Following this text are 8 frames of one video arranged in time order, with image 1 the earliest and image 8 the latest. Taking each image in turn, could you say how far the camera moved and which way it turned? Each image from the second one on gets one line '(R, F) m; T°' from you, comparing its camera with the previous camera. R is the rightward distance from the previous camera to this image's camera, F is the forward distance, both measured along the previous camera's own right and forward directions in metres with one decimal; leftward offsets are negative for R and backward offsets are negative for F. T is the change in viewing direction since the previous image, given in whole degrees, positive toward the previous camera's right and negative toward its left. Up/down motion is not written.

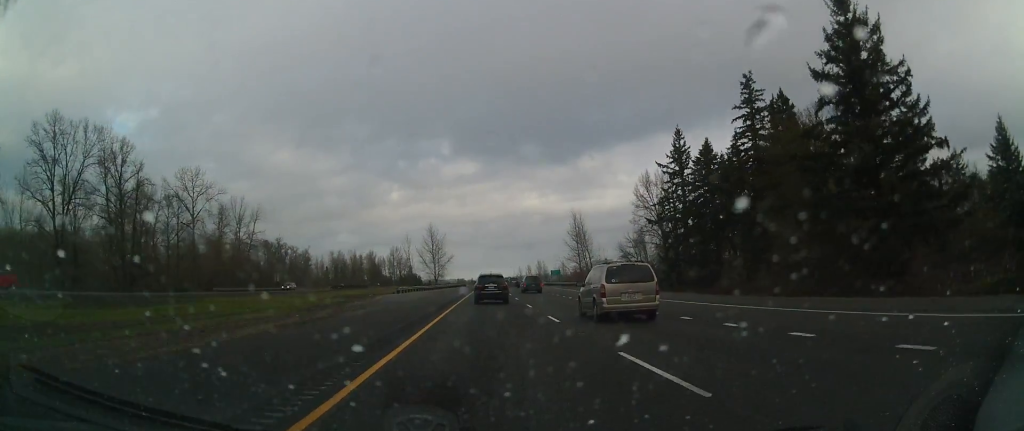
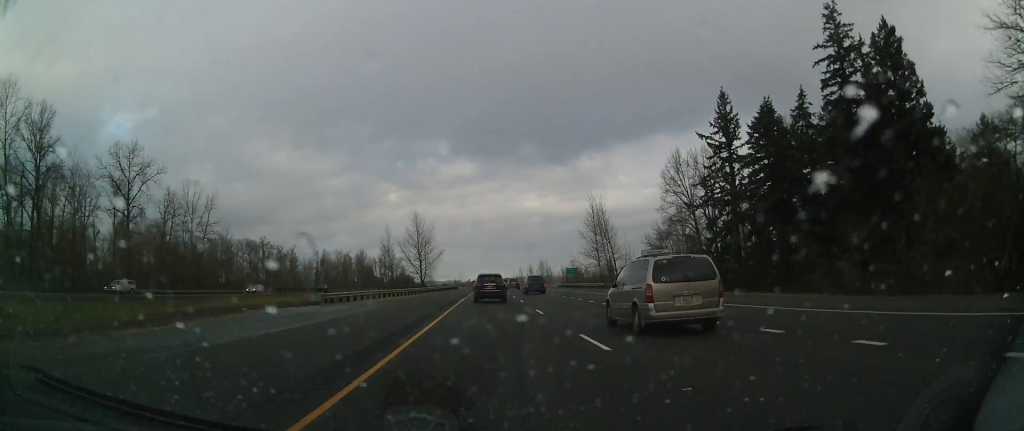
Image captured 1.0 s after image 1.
(0.0, +31.3) m; +1°
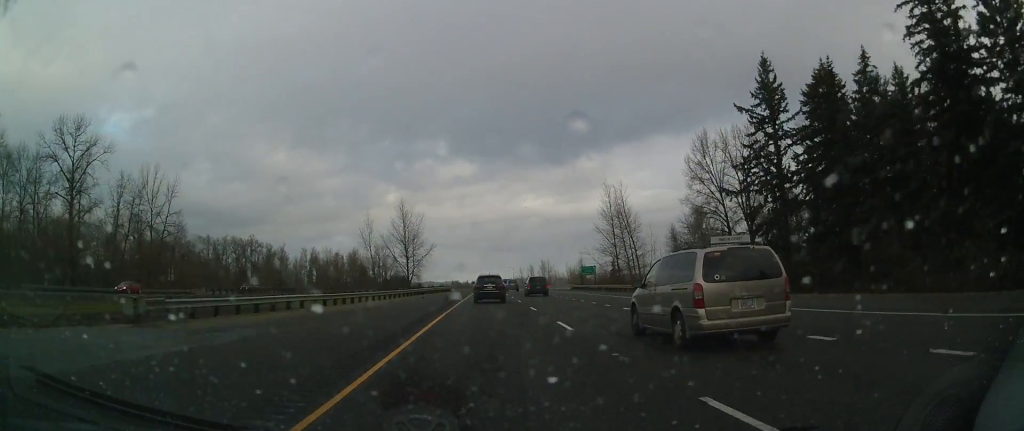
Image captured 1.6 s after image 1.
(+0.2, +20.8) m; 0°
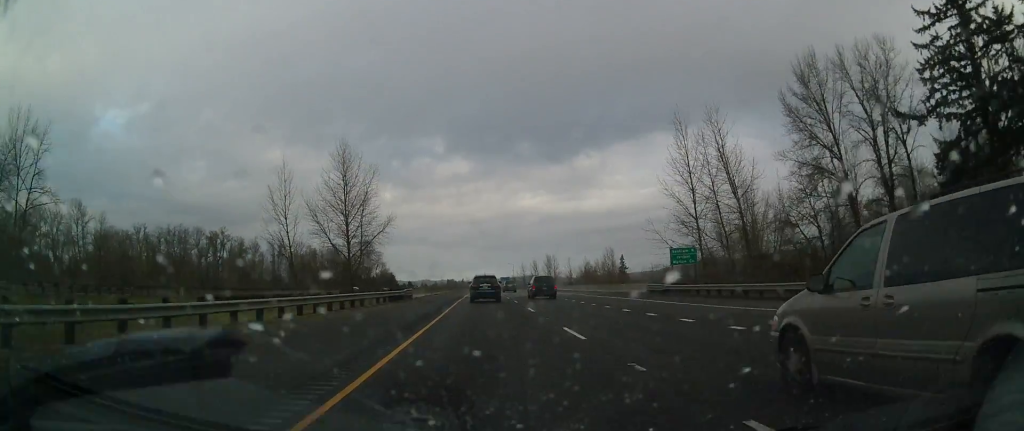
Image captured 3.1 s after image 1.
(-0.1, +48.3) m; 0°
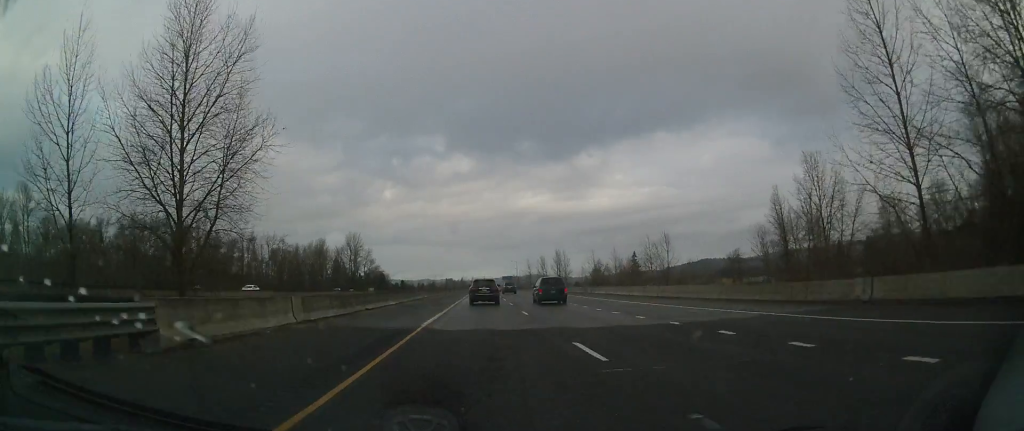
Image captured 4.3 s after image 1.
(+0.4, +39.8) m; +1°
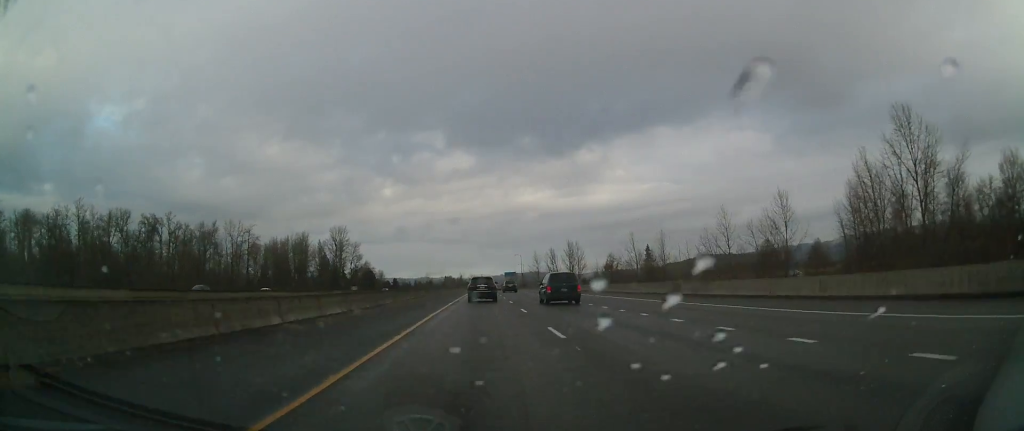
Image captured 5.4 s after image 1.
(0.0, +37.8) m; 0°
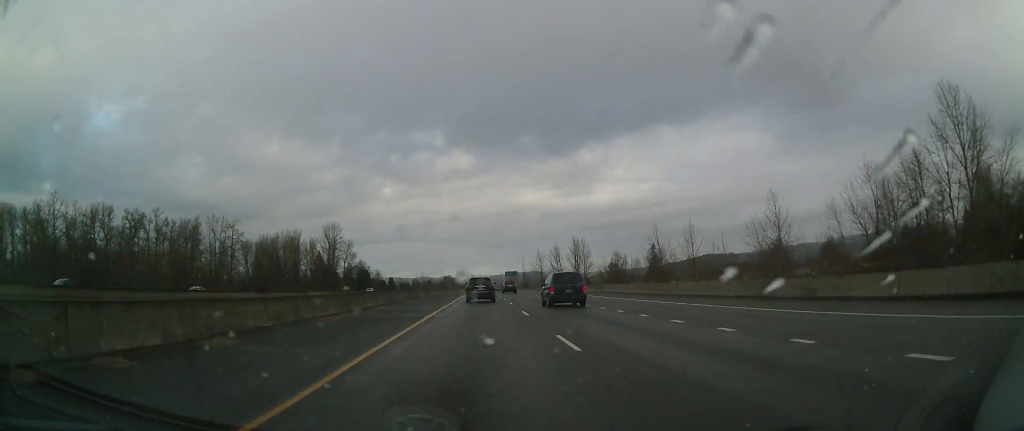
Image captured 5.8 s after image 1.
(0.0, +14.6) m; 0°
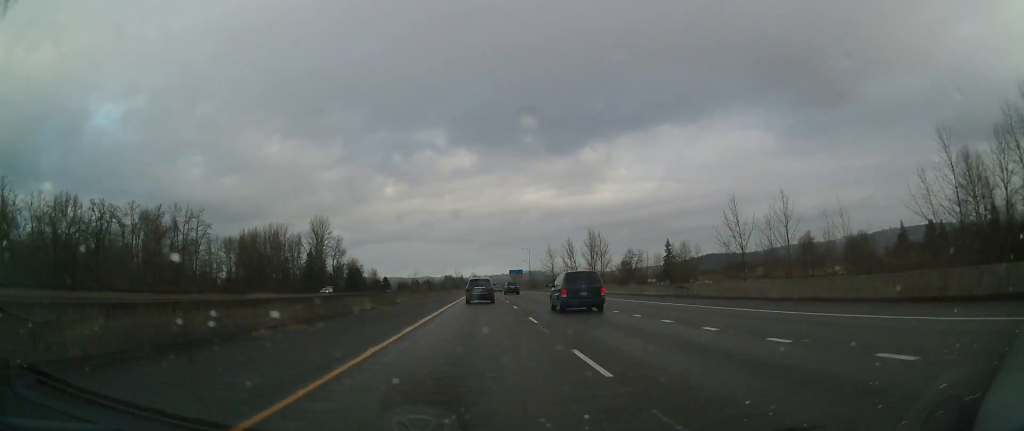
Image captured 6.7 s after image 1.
(-0.2, +28.1) m; 0°
